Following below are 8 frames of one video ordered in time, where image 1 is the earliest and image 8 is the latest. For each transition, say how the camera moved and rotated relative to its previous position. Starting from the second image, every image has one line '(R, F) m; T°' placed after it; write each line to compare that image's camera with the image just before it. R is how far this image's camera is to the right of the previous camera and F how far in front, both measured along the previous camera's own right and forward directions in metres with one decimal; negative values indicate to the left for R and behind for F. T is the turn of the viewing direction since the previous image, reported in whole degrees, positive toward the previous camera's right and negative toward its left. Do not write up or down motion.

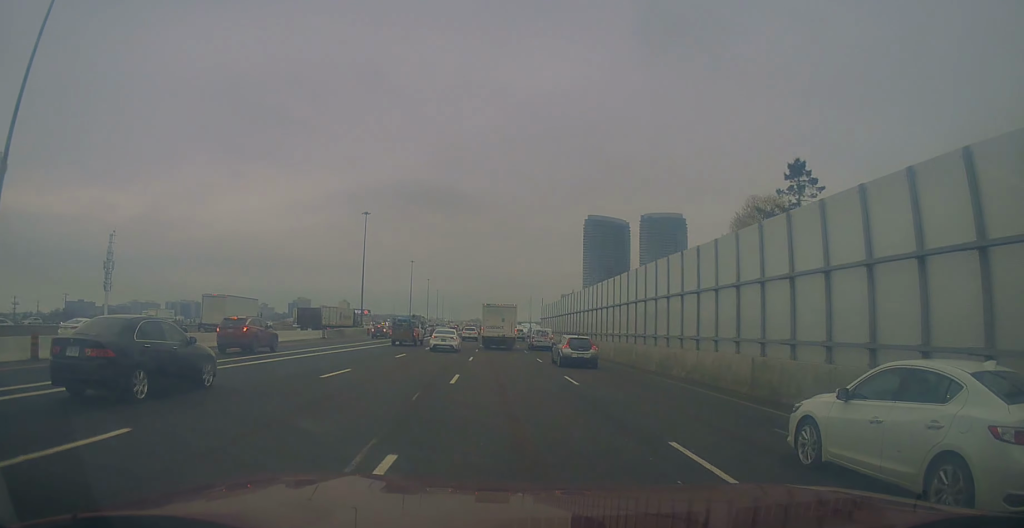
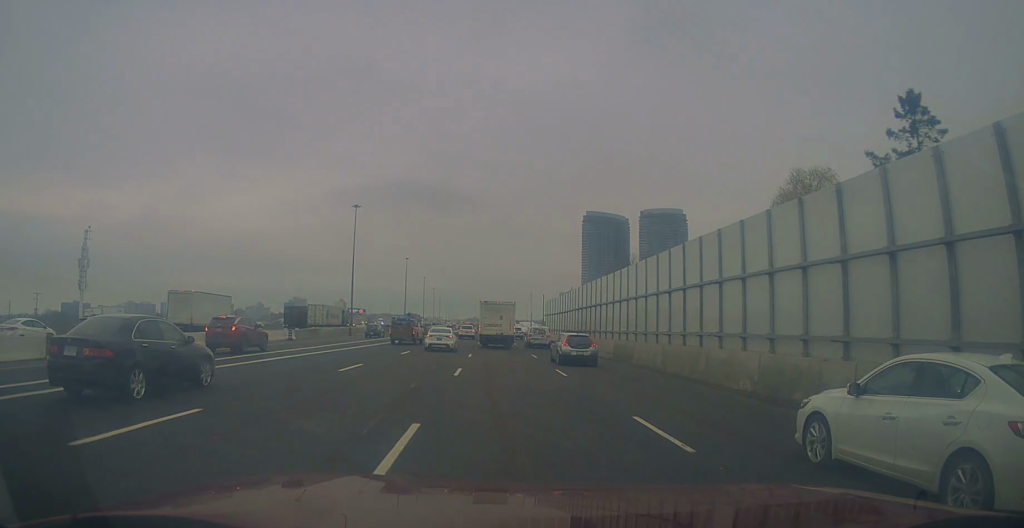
(+0.2, +10.2) m; +1°
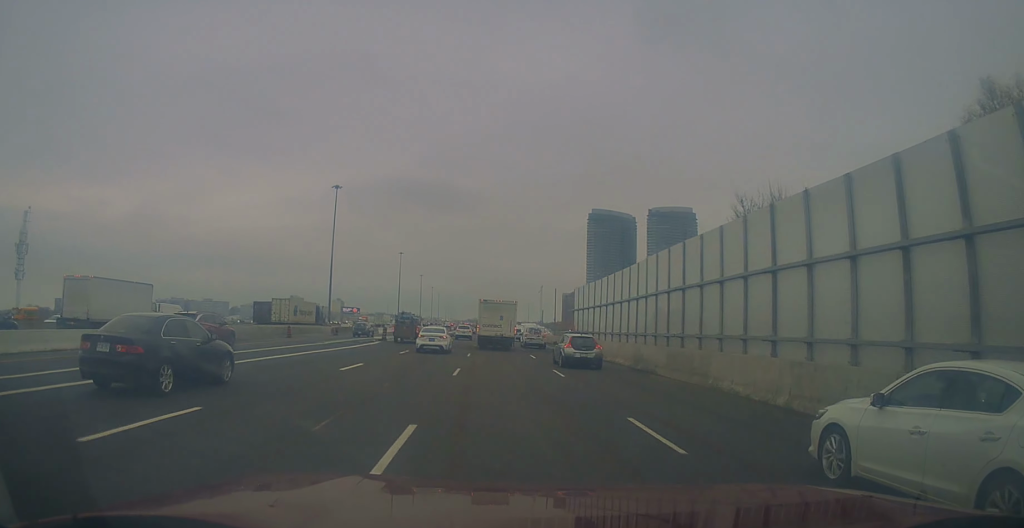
(+0.6, +24.6) m; 0°
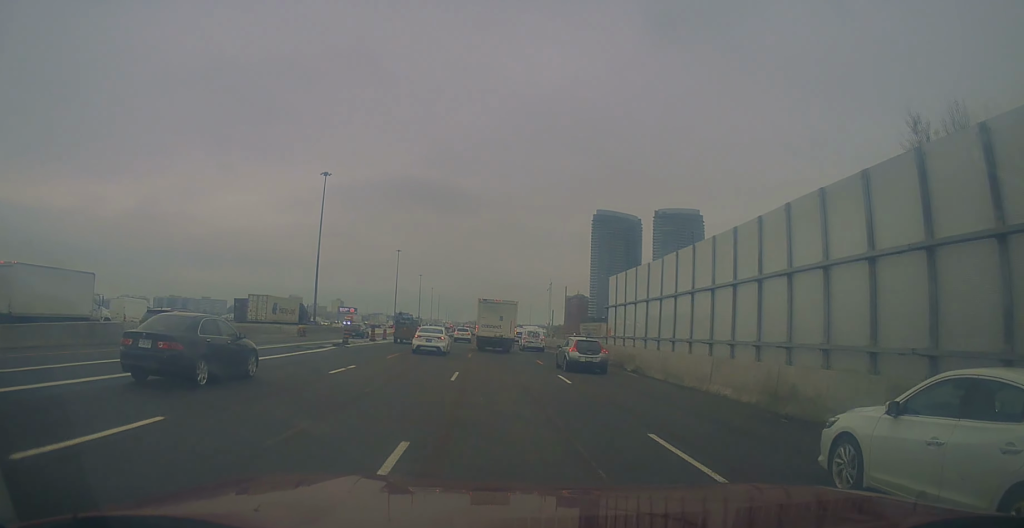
(-0.2, +13.6) m; -2°
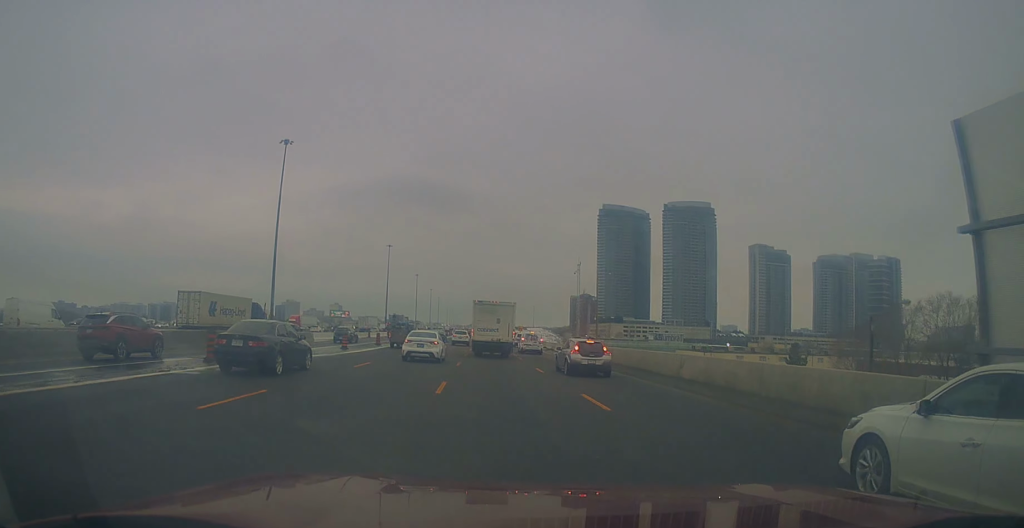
(-0.3, +29.1) m; 0°
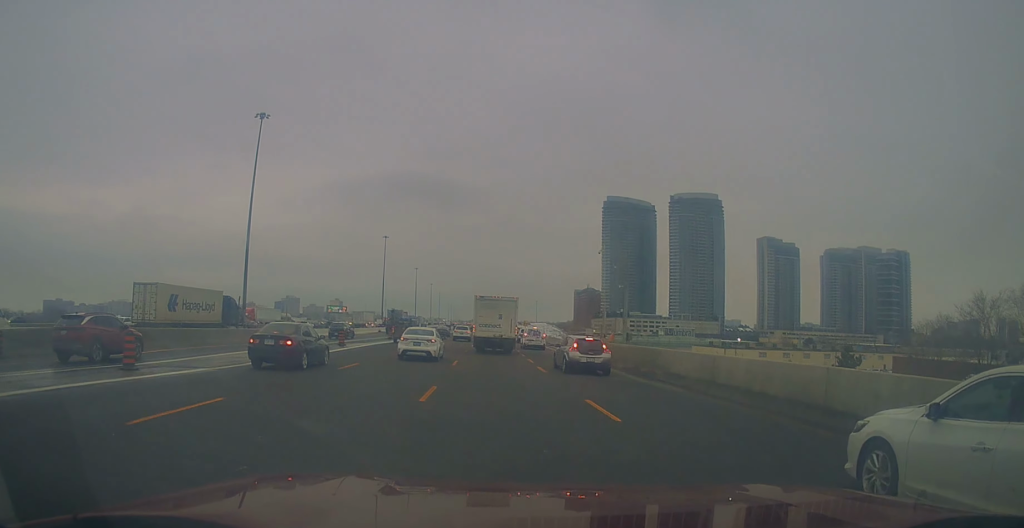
(+0.2, +13.9) m; +1°
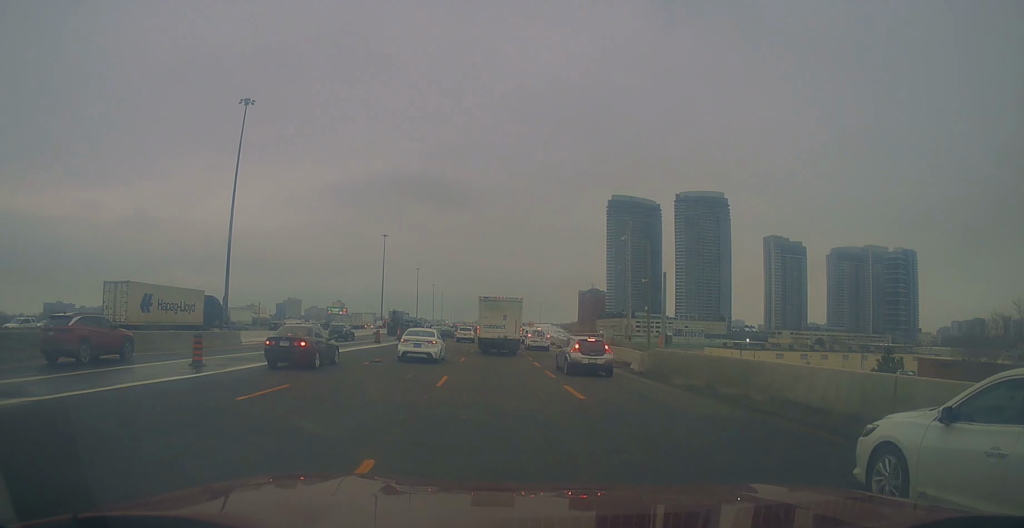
(0.0, +8.2) m; -1°
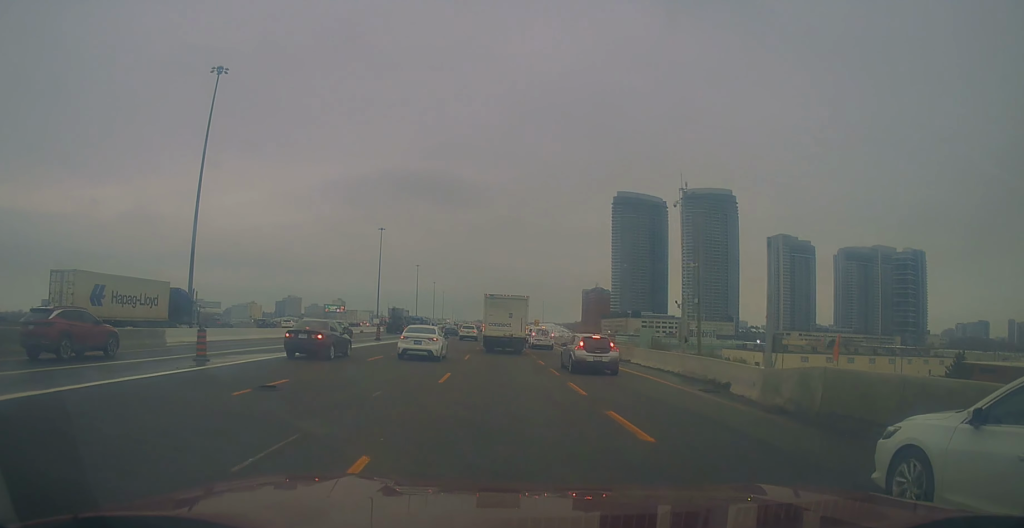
(+0.1, +12.3) m; -1°
